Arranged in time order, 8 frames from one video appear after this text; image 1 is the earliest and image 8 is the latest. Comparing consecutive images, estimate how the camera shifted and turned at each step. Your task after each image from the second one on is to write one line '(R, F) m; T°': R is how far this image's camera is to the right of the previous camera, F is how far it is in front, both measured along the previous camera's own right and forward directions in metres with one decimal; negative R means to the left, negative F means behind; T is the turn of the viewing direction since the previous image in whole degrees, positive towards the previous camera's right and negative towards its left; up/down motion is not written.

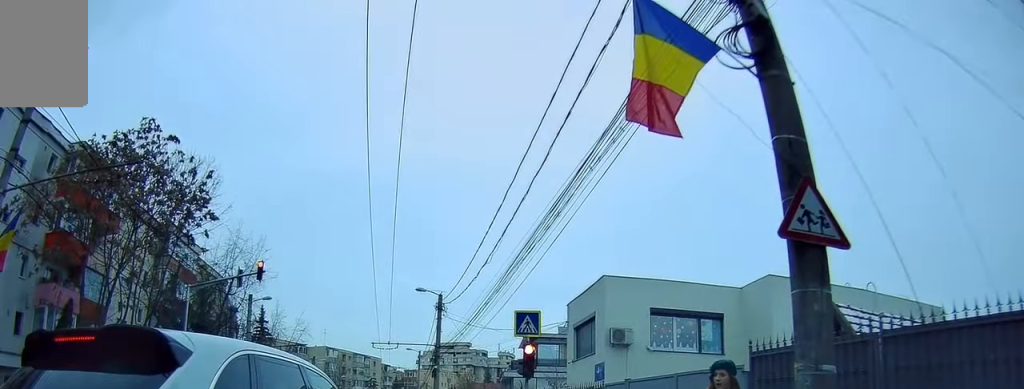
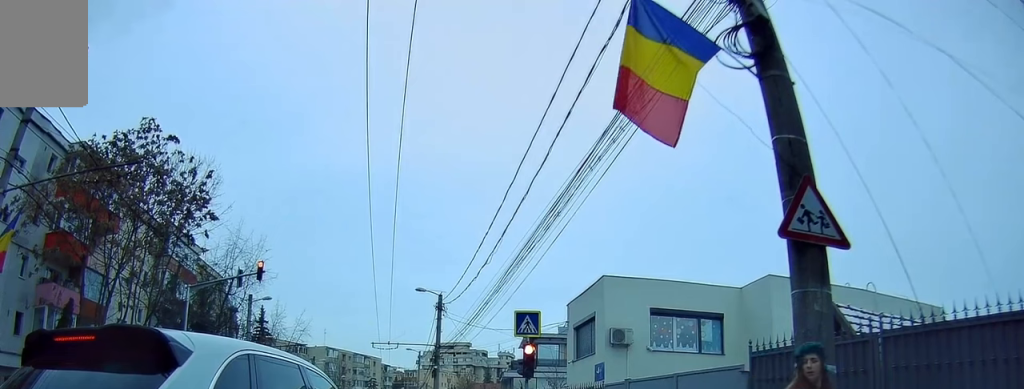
(-0.1, +0.4) m; 0°
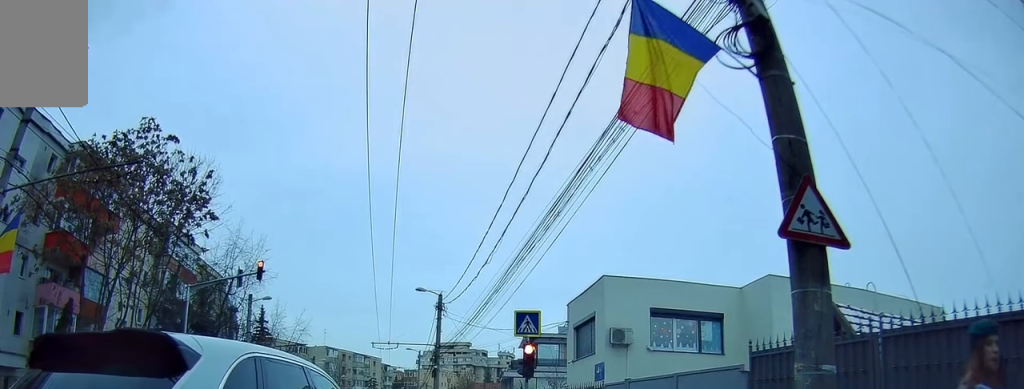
(0.0, +0.1) m; 0°
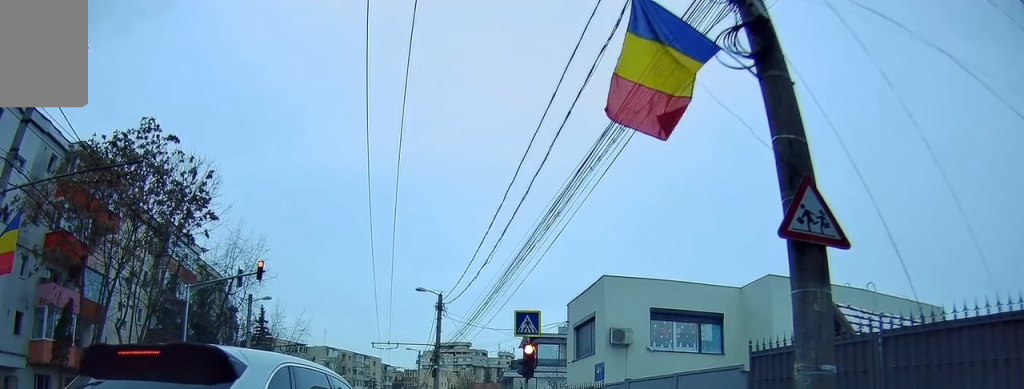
(0.0, 0.0) m; 0°
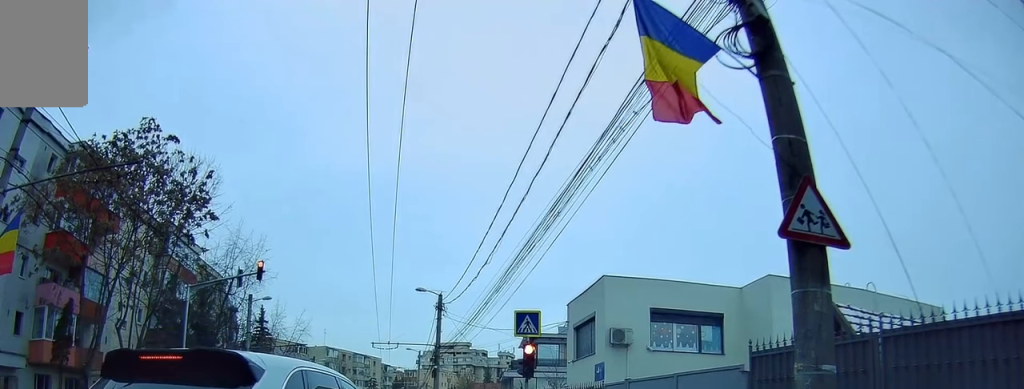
(0.0, 0.0) m; 0°
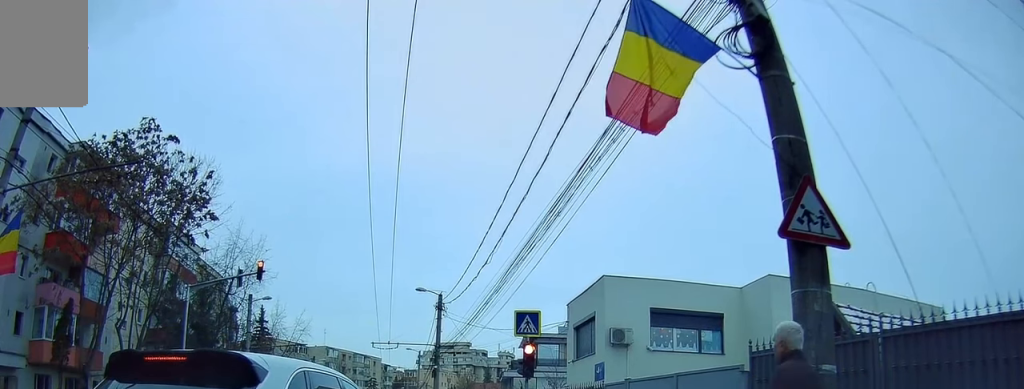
(0.0, 0.0) m; 0°
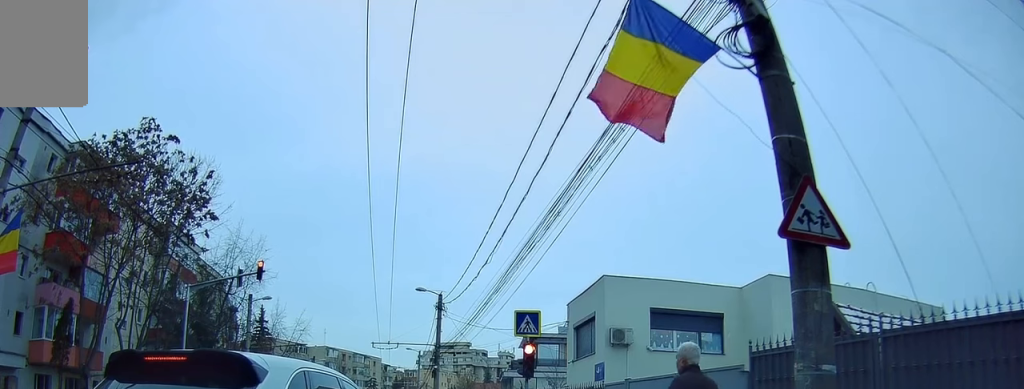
(0.0, 0.0) m; 0°
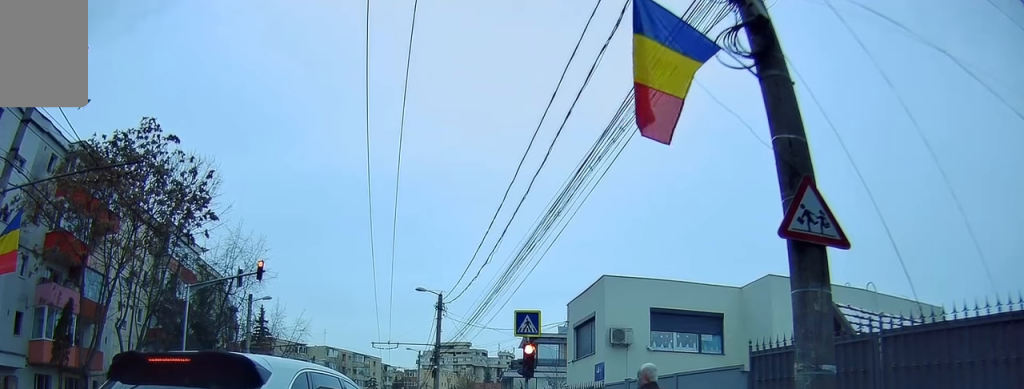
(0.0, 0.0) m; 0°
